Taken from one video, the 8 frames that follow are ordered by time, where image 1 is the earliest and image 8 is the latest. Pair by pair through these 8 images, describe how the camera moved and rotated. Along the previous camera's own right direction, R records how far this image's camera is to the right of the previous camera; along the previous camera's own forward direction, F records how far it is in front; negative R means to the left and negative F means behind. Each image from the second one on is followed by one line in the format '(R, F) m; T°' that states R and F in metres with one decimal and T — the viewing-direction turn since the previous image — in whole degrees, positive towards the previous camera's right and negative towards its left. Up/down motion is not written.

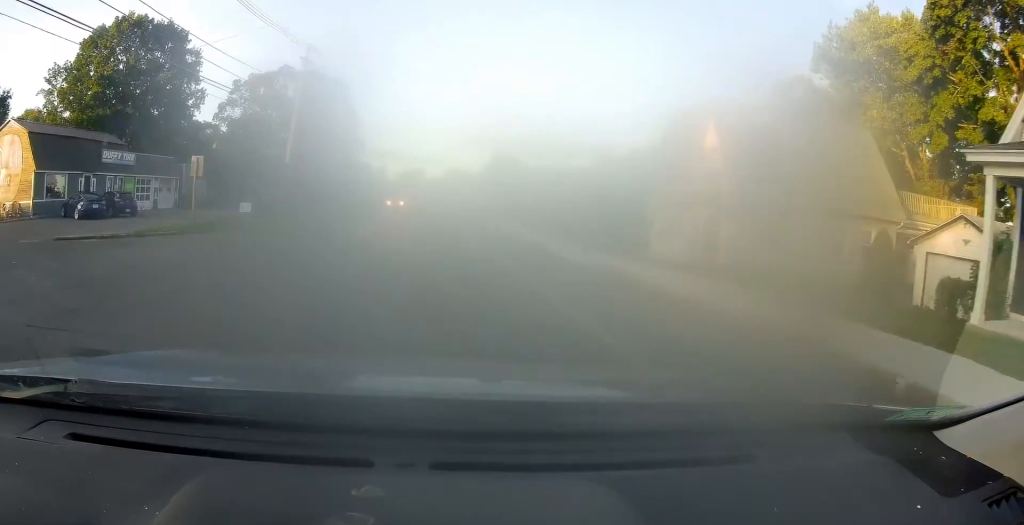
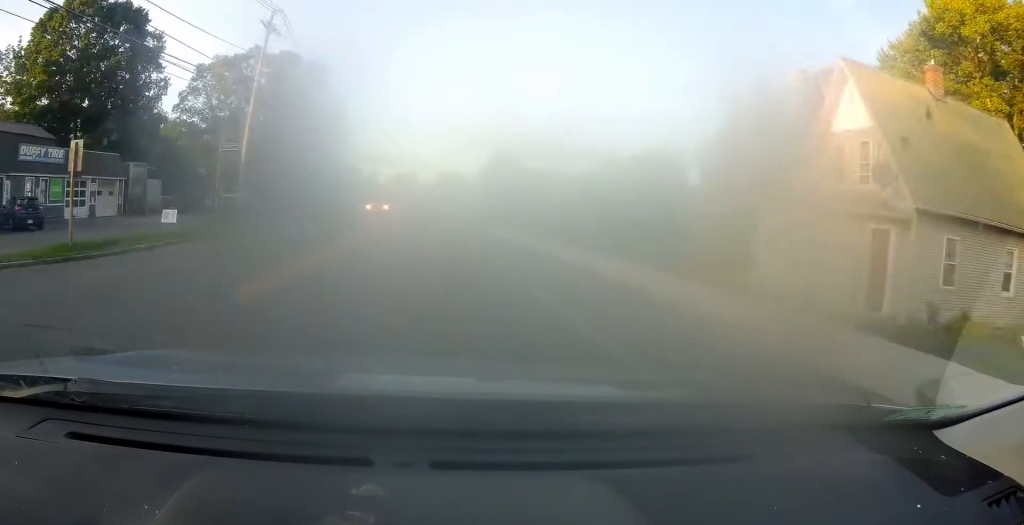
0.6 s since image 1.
(+0.2, +9.4) m; +1°
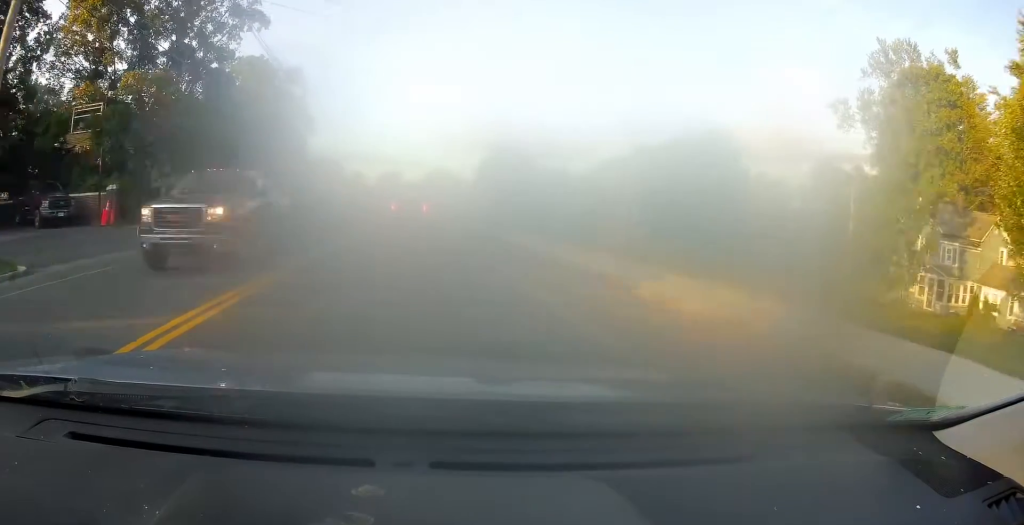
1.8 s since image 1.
(-0.2, +20.4) m; -1°
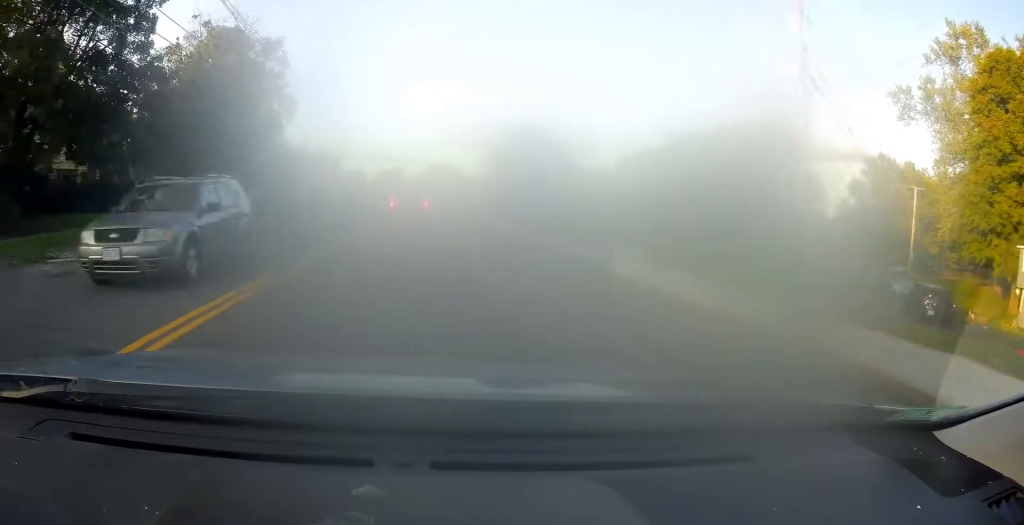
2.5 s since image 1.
(-0.2, +11.9) m; 0°
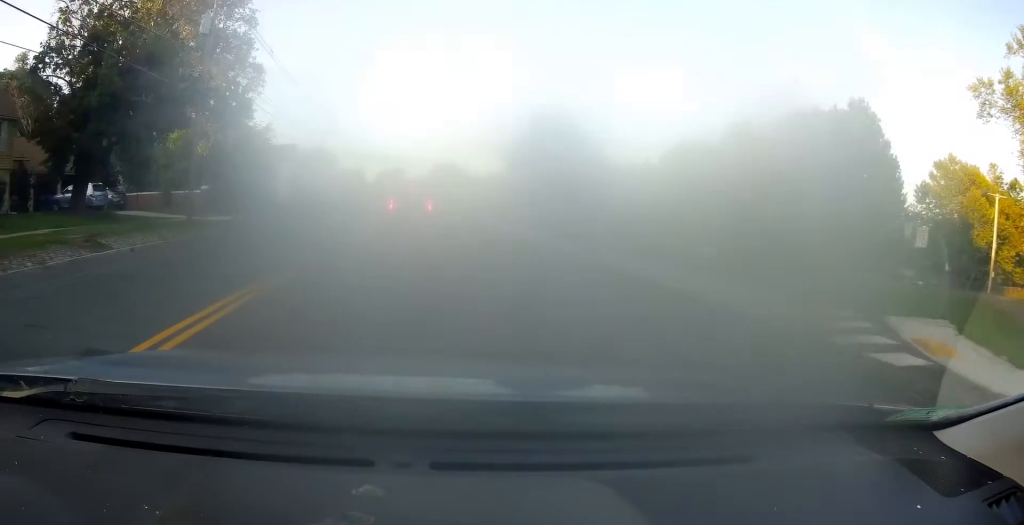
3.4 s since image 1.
(+0.1, +12.9) m; +2°
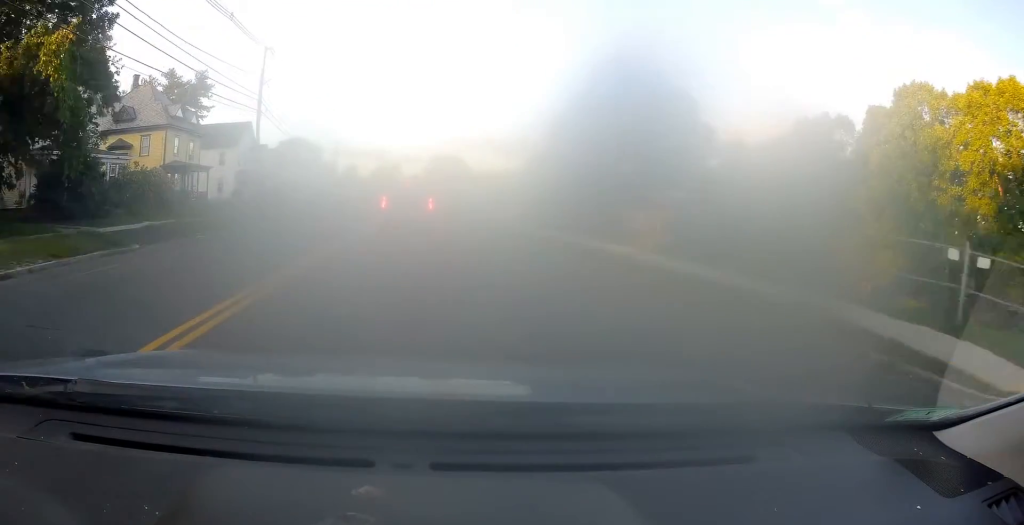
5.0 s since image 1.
(+0.5, +22.2) m; 0°
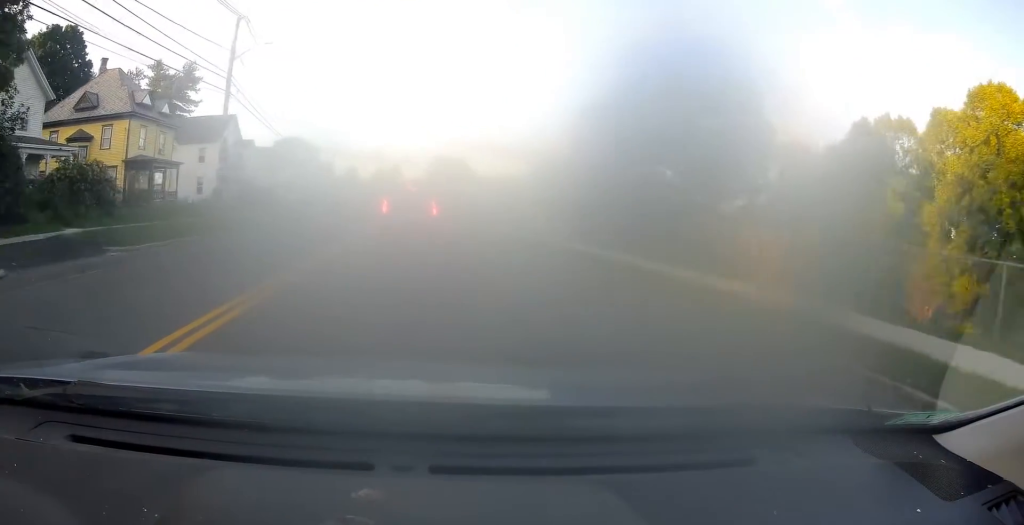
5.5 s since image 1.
(+0.1, +6.4) m; -2°
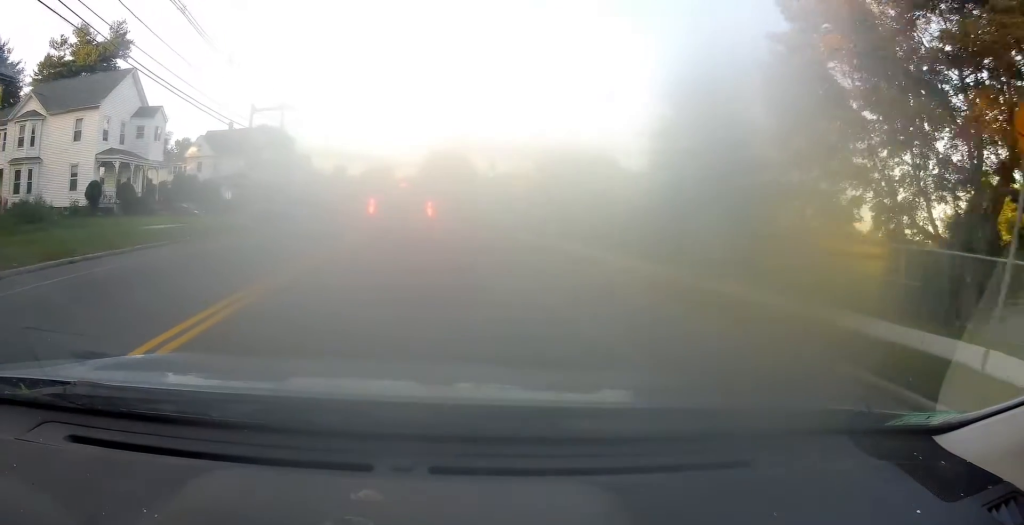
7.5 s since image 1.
(0.0, +19.8) m; +3°
